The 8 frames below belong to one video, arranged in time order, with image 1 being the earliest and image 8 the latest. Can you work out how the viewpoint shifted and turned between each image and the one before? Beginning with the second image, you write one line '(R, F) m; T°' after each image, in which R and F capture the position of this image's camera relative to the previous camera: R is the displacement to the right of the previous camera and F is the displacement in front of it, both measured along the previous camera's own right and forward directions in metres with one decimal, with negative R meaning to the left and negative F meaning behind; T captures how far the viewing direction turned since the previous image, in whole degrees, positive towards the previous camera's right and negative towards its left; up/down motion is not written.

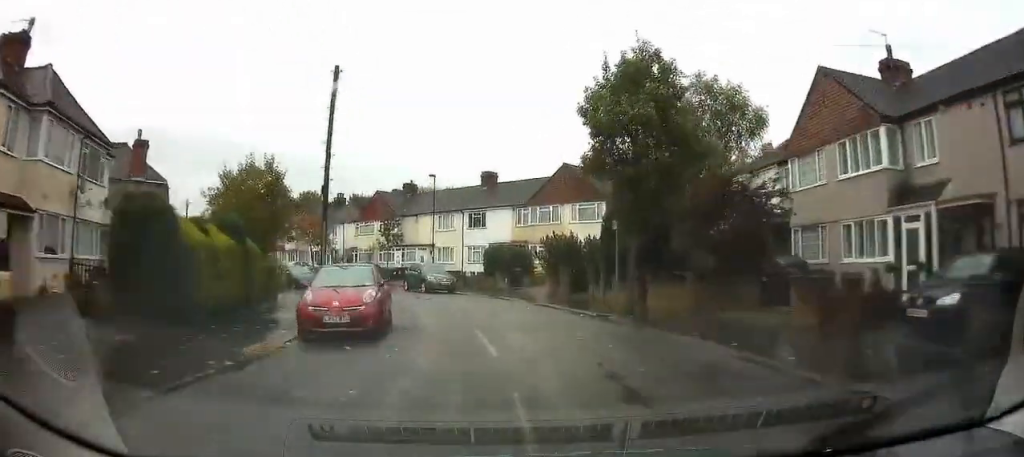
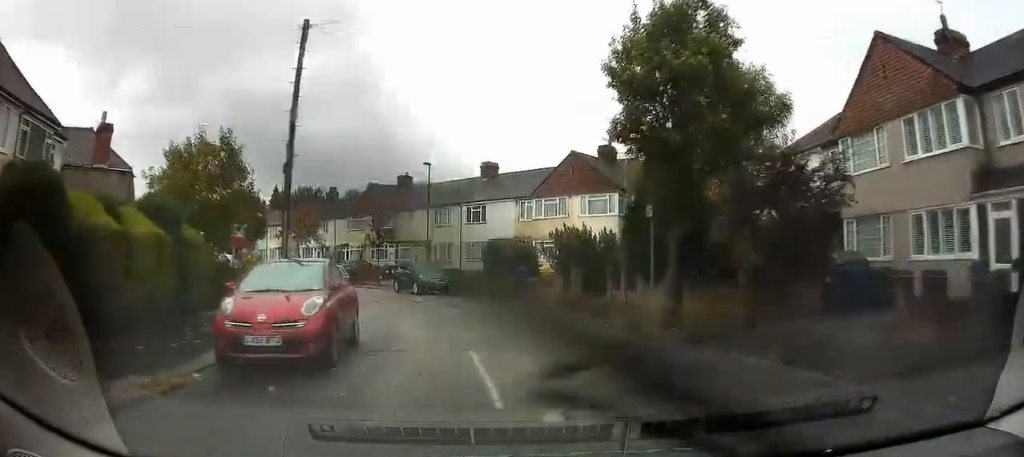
(0.0, +3.6) m; -2°
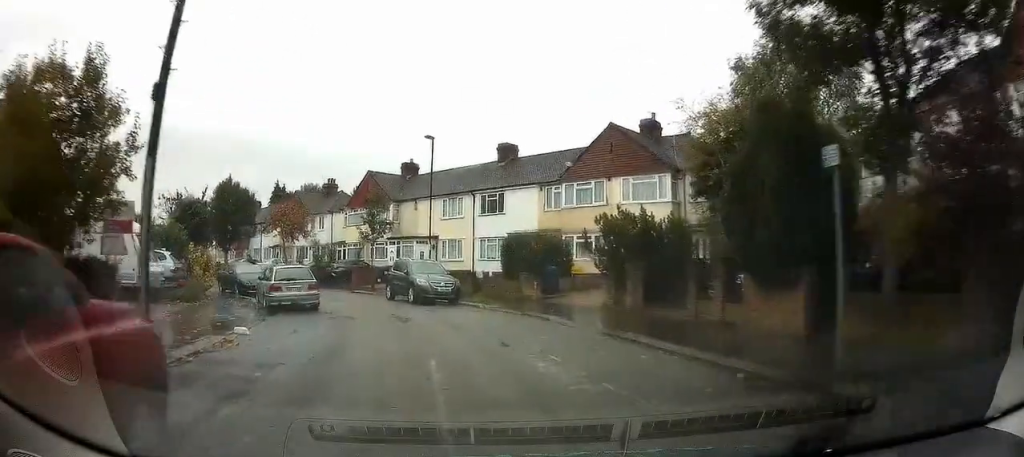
(-0.4, +7.0) m; -5°
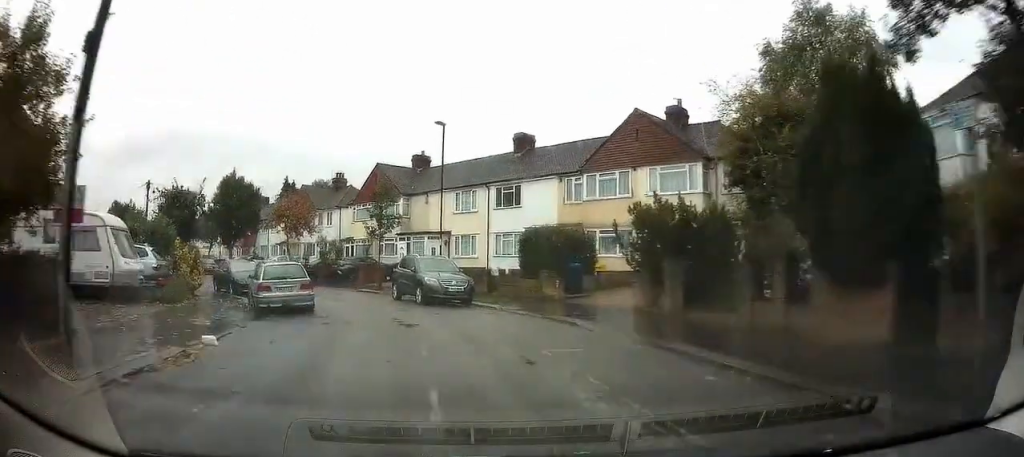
(-0.1, +2.2) m; -1°
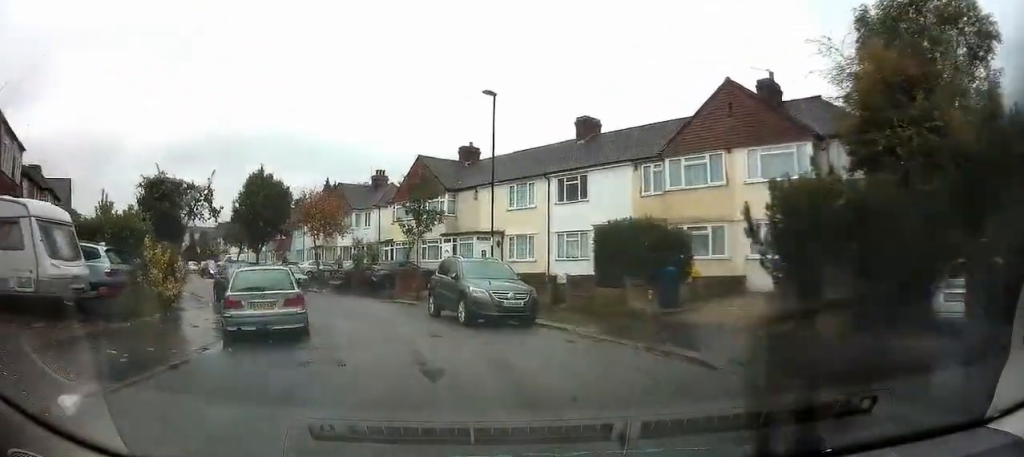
(0.0, +5.1) m; -4°
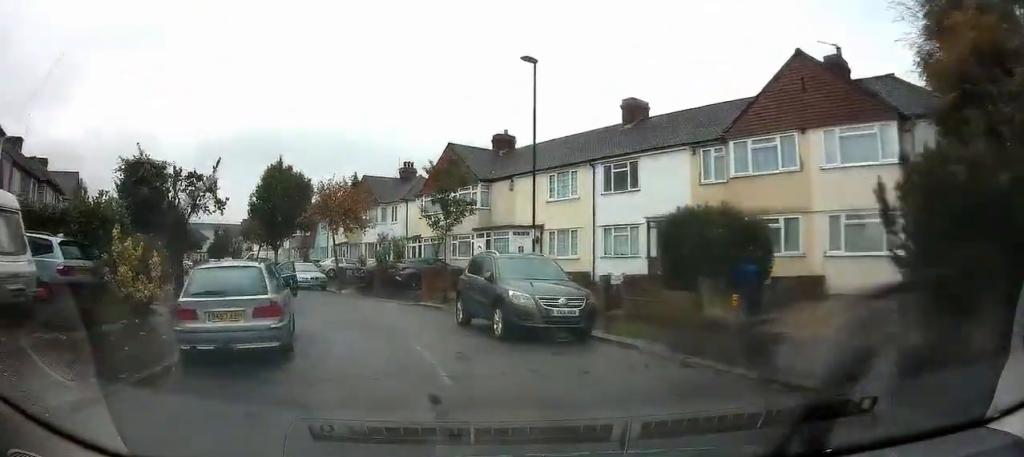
(-0.2, +2.9) m; -2°
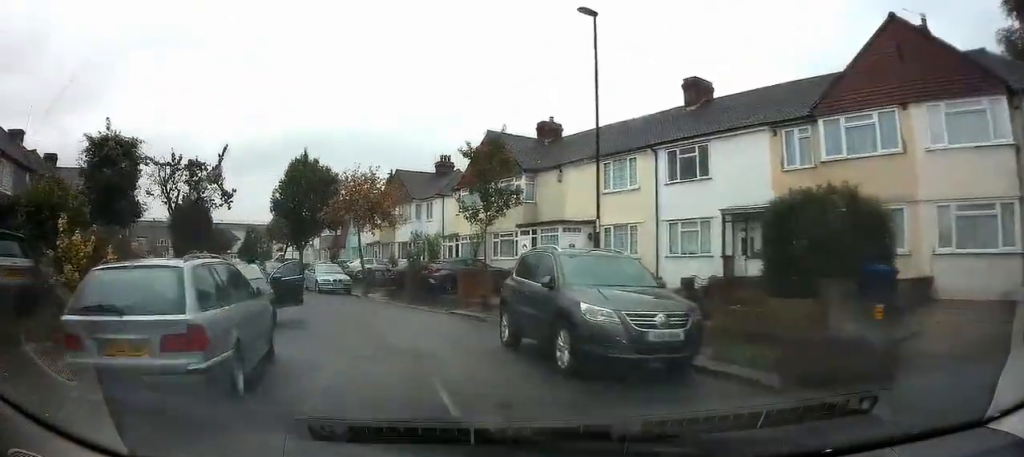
(0.0, +3.4) m; -3°
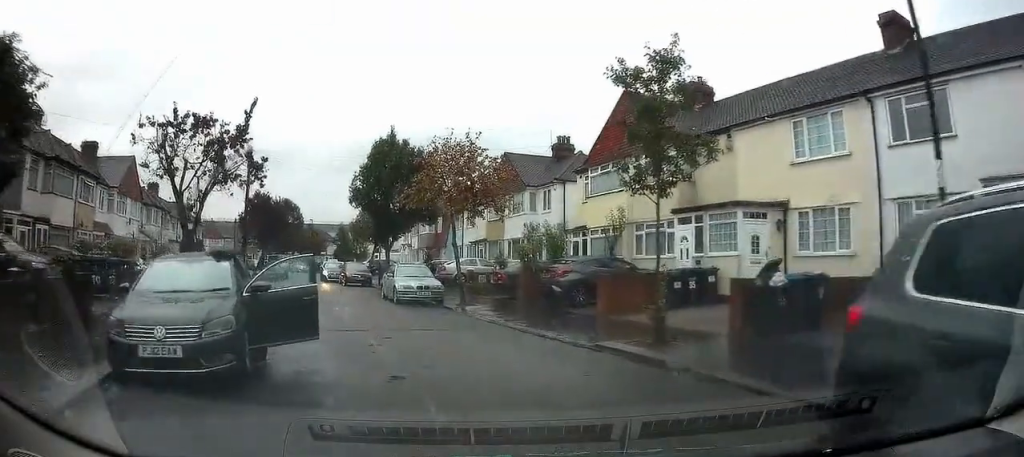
(-0.9, +7.8) m; -8°
